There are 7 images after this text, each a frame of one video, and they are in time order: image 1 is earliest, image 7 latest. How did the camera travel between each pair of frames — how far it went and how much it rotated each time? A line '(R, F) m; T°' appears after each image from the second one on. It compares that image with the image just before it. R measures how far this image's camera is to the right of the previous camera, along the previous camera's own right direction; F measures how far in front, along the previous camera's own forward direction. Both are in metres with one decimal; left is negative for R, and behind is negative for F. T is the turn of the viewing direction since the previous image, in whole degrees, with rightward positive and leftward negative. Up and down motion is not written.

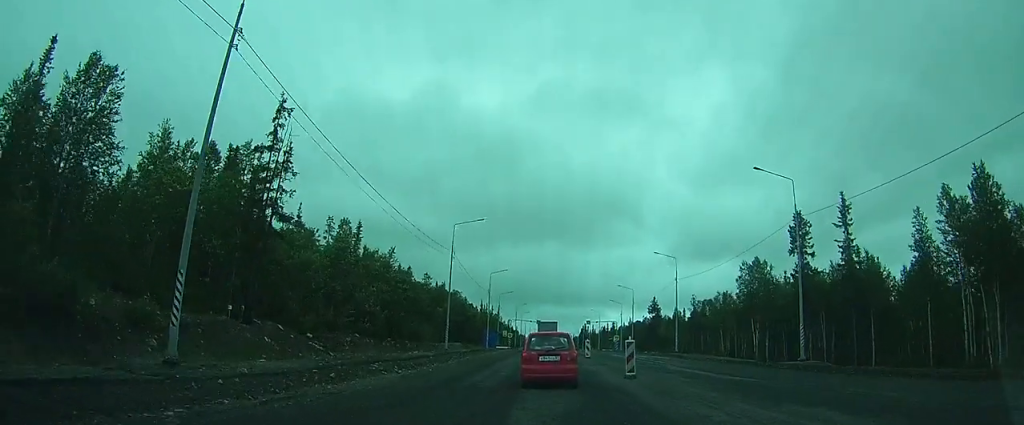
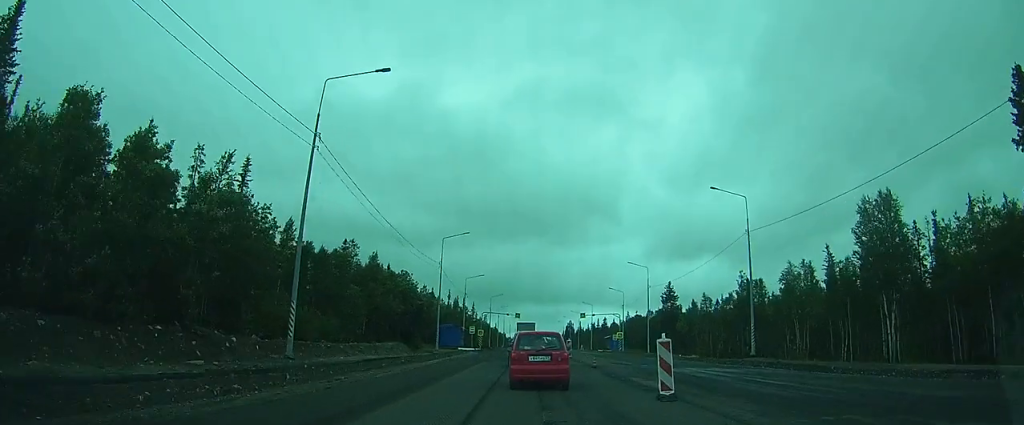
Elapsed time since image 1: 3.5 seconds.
(-0.1, +28.3) m; -3°
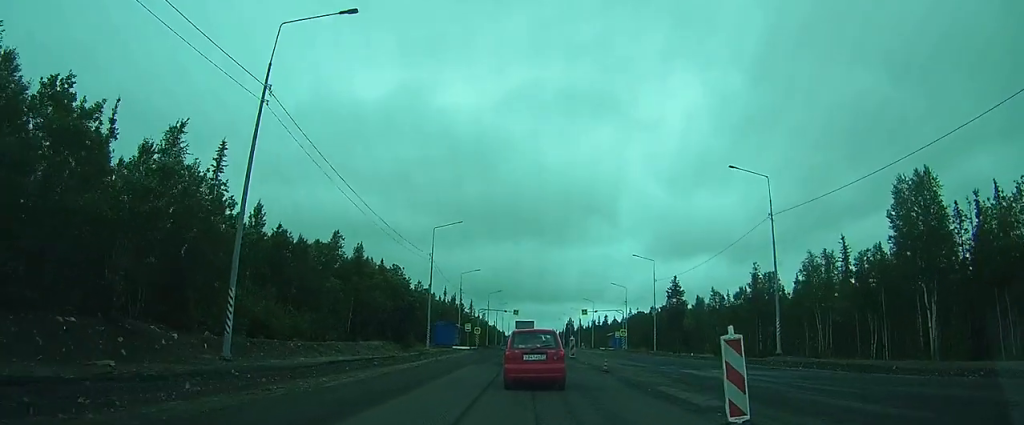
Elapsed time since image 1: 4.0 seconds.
(-0.1, +4.4) m; +1°
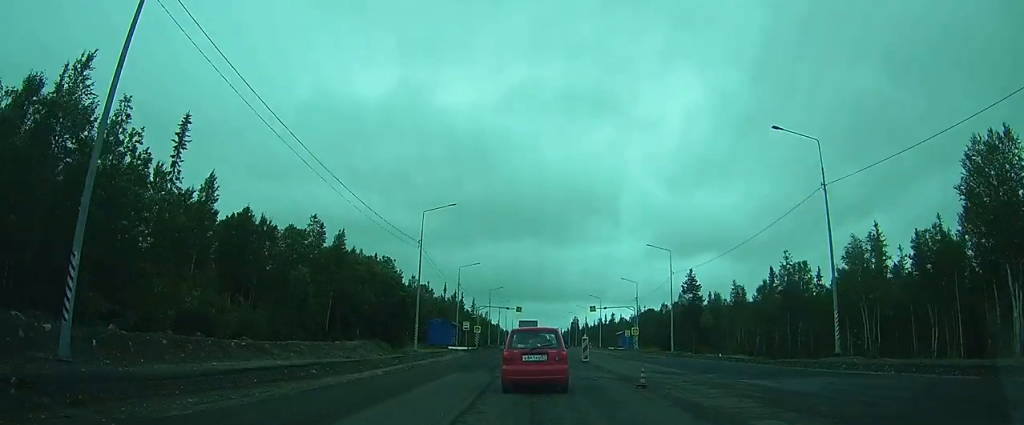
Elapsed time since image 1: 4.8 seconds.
(0.0, +6.6) m; +2°
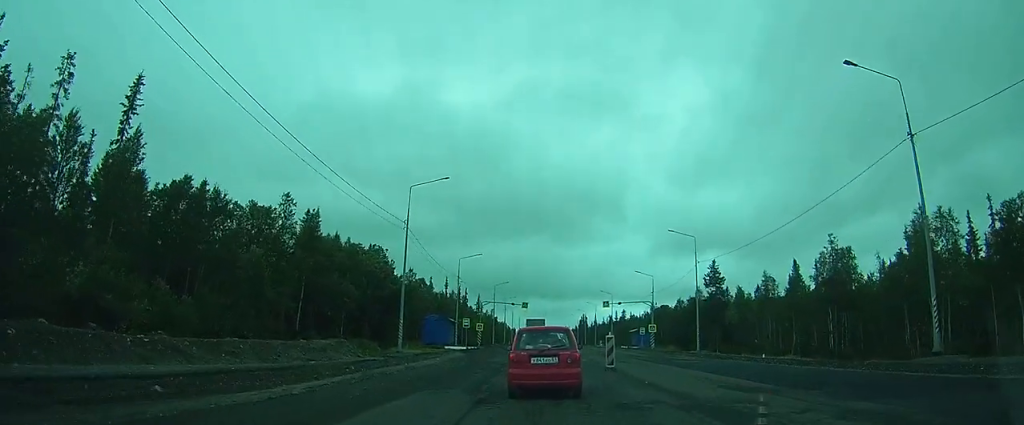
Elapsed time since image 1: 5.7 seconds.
(+0.4, +7.4) m; +3°
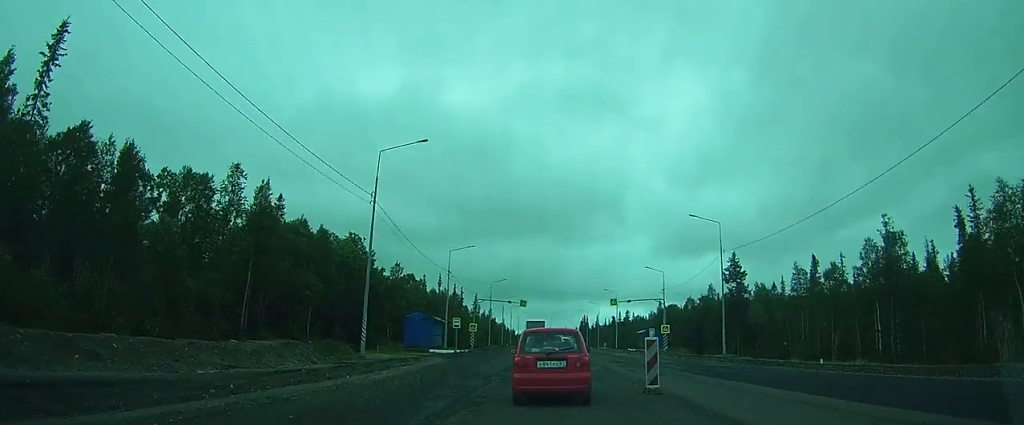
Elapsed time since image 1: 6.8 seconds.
(-0.1, +8.6) m; 0°
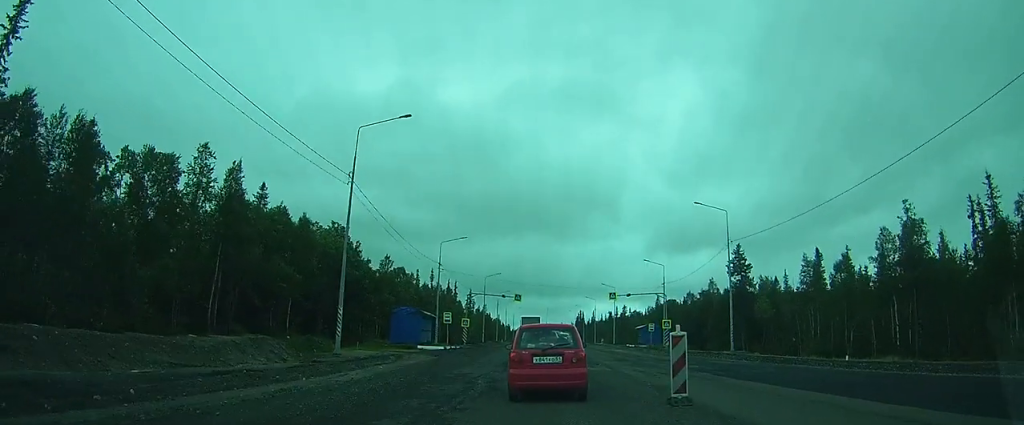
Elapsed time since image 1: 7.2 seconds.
(0.0, +3.4) m; 0°
